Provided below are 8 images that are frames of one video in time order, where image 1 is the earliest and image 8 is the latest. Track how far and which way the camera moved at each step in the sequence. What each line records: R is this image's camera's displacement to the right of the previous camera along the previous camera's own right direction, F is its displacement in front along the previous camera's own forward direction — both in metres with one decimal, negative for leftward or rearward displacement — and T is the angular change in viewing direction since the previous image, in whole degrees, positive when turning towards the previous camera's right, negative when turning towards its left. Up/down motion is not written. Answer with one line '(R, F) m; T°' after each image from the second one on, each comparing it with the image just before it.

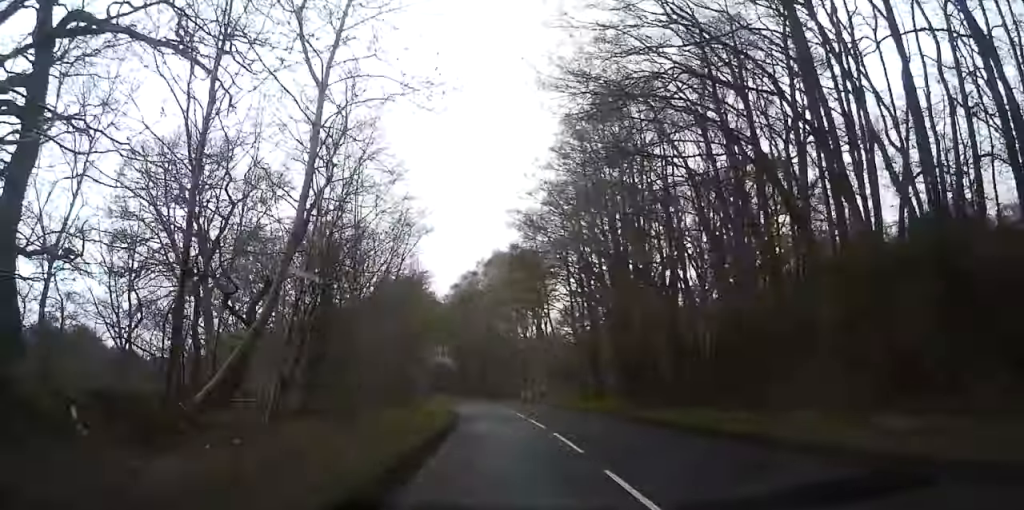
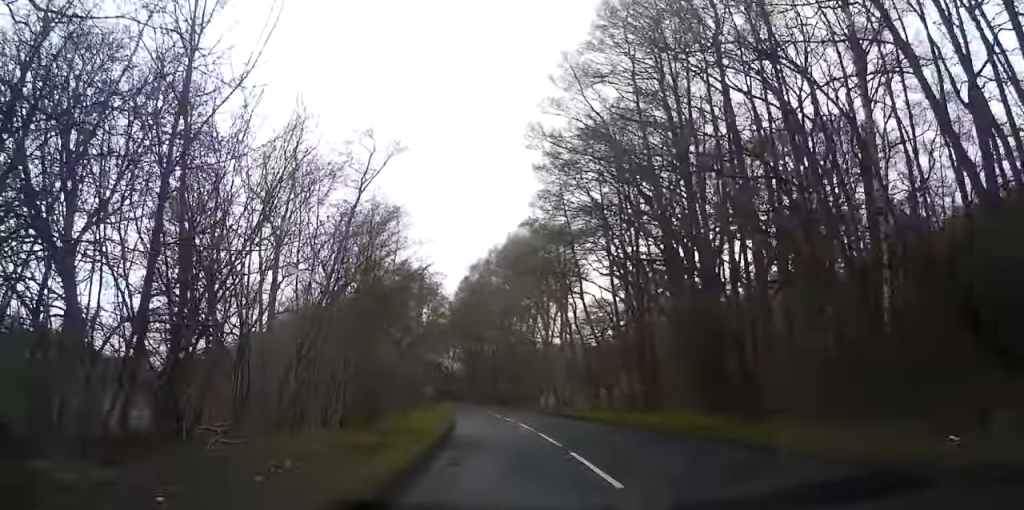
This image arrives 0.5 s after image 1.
(-0.1, +13.6) m; -2°
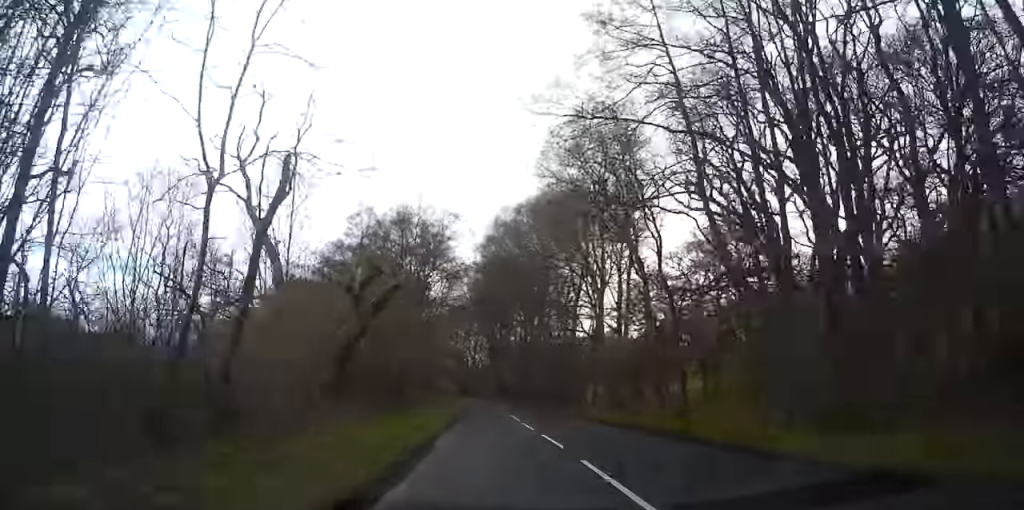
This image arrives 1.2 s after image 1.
(-0.5, +20.1) m; -2°
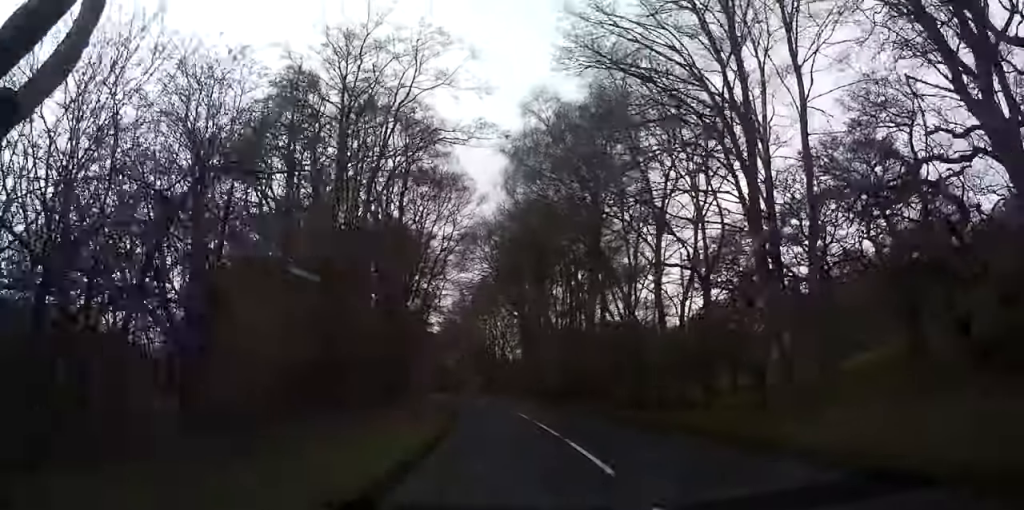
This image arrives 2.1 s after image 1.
(-0.6, +23.9) m; -3°
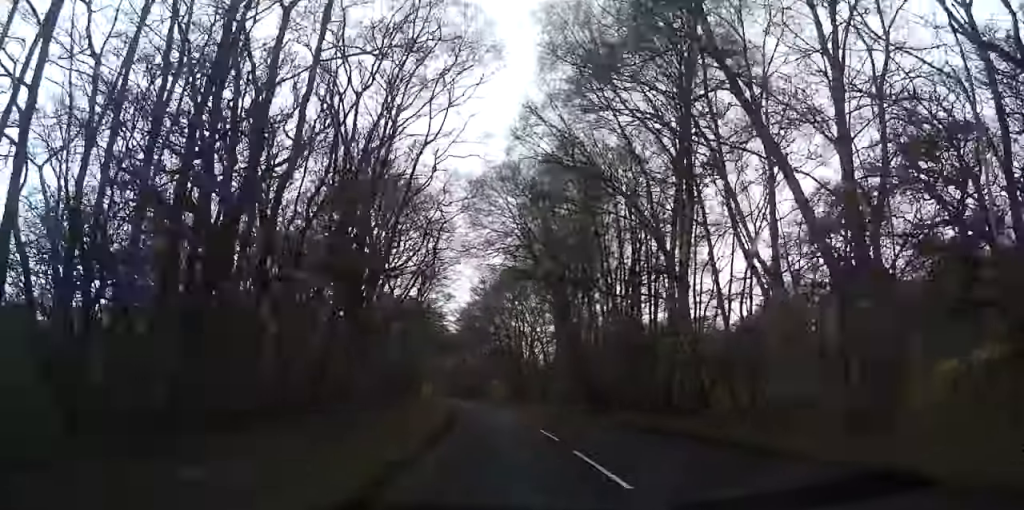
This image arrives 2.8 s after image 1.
(-0.2, +19.3) m; -2°
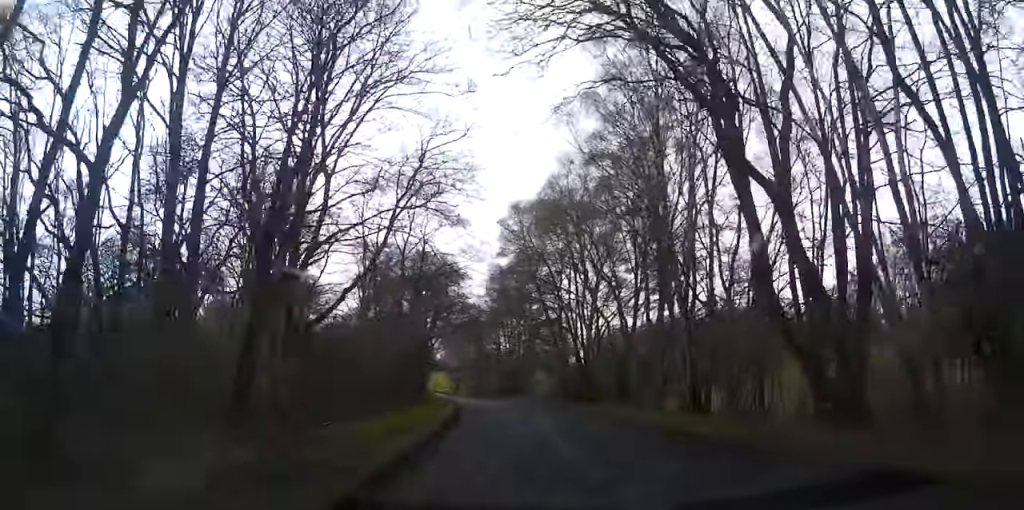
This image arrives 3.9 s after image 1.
(-1.2, +30.6) m; -4°
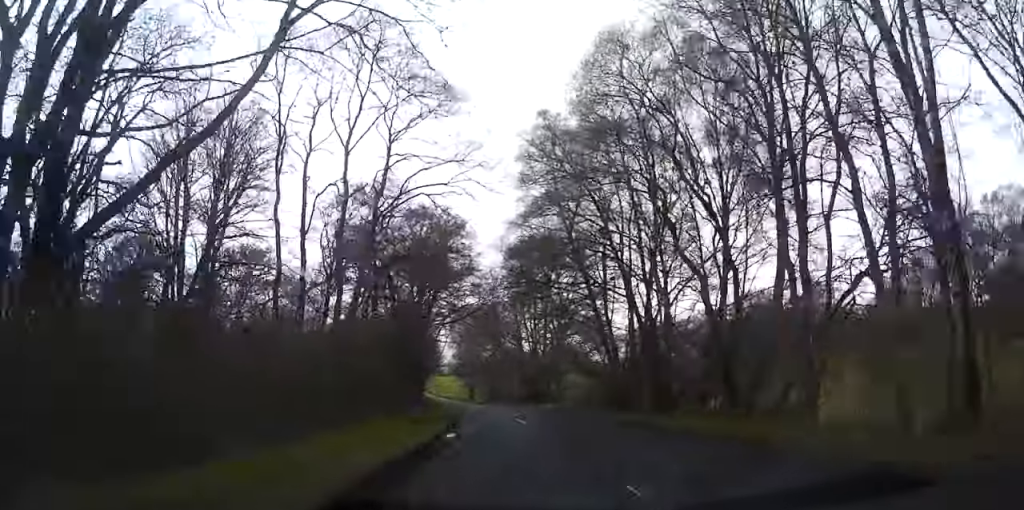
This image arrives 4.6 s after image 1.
(-0.3, +18.6) m; -2°
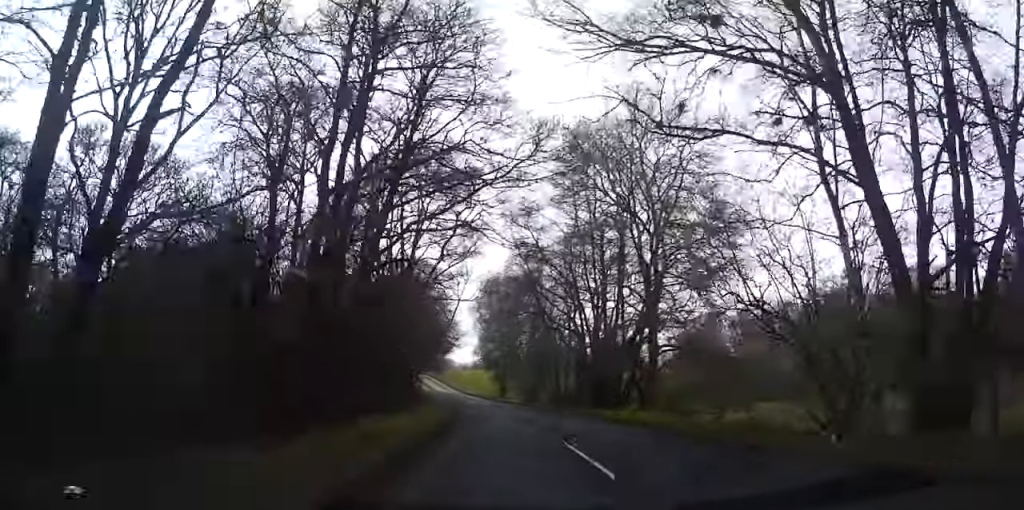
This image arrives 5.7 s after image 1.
(-0.6, +30.7) m; -3°
